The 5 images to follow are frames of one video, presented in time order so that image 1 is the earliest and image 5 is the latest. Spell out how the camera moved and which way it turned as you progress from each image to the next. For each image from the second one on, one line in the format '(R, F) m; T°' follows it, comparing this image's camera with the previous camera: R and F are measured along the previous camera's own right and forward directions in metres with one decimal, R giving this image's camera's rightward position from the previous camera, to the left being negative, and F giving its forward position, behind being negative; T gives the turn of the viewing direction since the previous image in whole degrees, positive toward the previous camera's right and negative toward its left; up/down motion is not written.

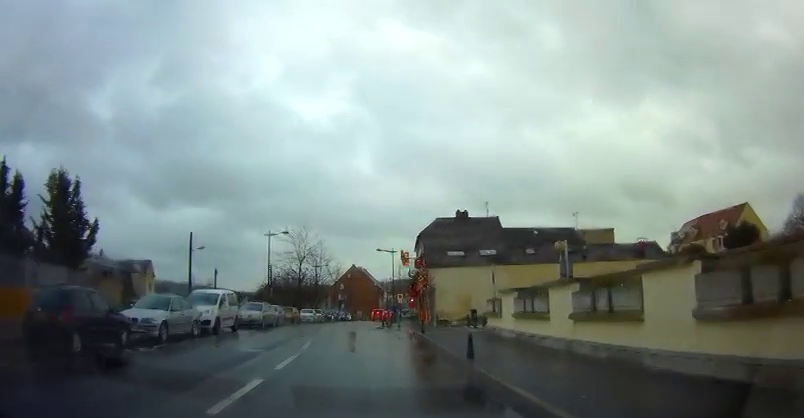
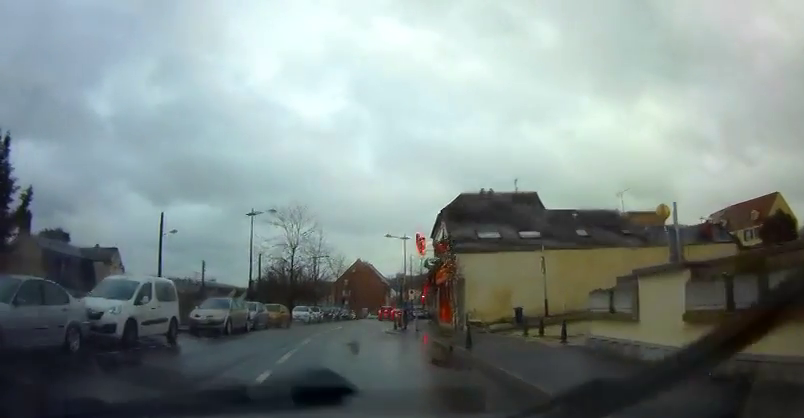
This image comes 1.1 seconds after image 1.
(+0.1, +8.1) m; +1°
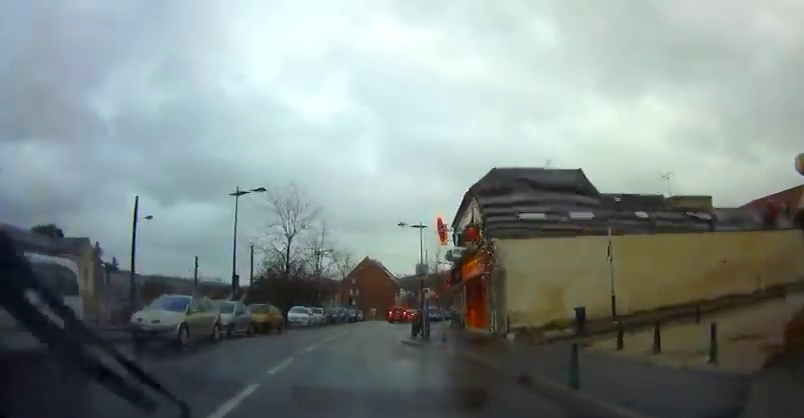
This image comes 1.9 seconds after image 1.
(+0.1, +5.8) m; -1°
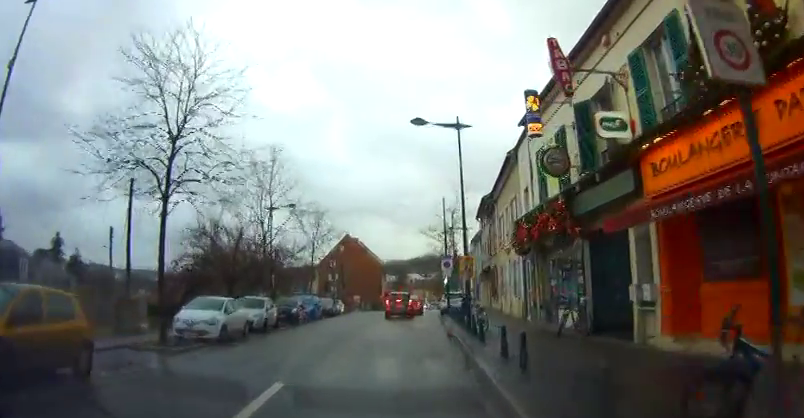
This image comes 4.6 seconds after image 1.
(-0.5, +17.9) m; 0°
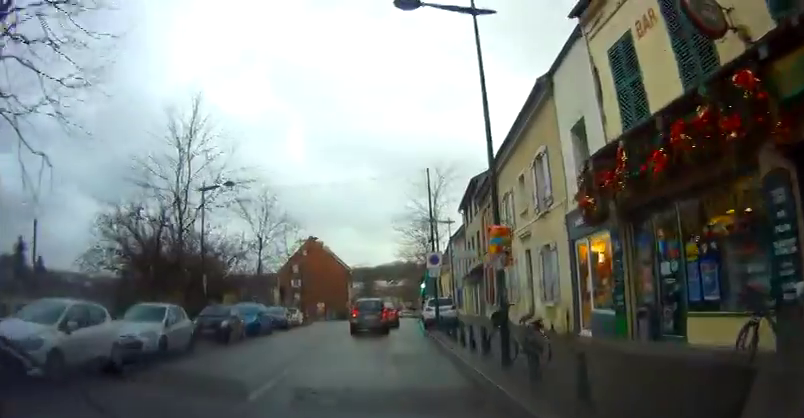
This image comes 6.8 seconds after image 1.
(+0.3, +11.4) m; +4°
